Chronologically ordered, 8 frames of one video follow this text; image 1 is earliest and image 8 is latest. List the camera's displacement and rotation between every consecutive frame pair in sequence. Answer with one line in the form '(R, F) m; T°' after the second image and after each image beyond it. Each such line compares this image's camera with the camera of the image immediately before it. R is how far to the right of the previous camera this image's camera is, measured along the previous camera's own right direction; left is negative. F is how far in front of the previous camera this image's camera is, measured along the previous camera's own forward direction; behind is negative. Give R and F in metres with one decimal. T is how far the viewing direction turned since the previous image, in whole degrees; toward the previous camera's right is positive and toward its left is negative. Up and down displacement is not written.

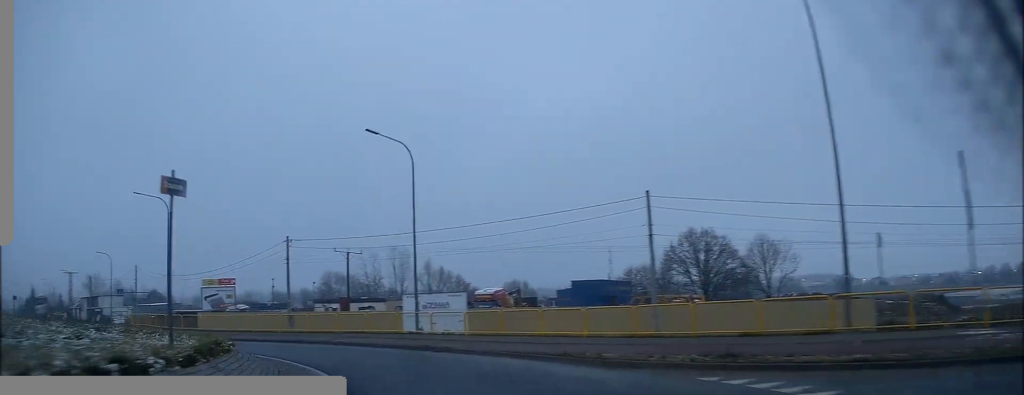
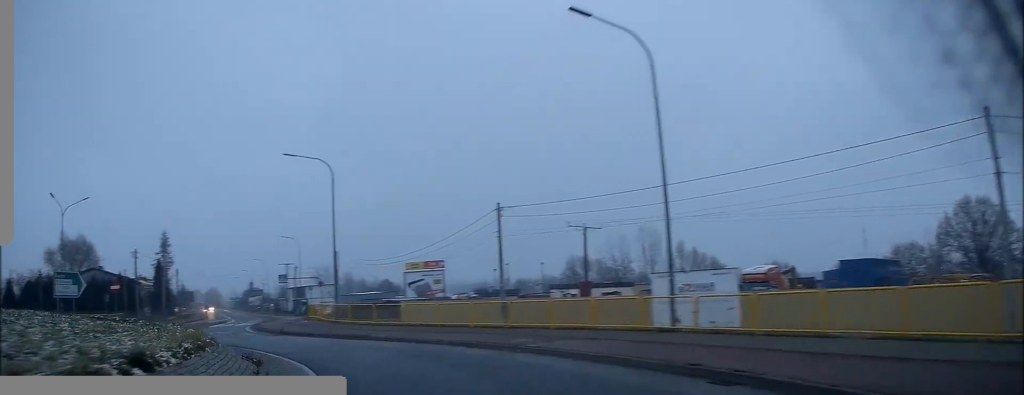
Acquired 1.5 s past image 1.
(-2.0, +11.8) m; -24°
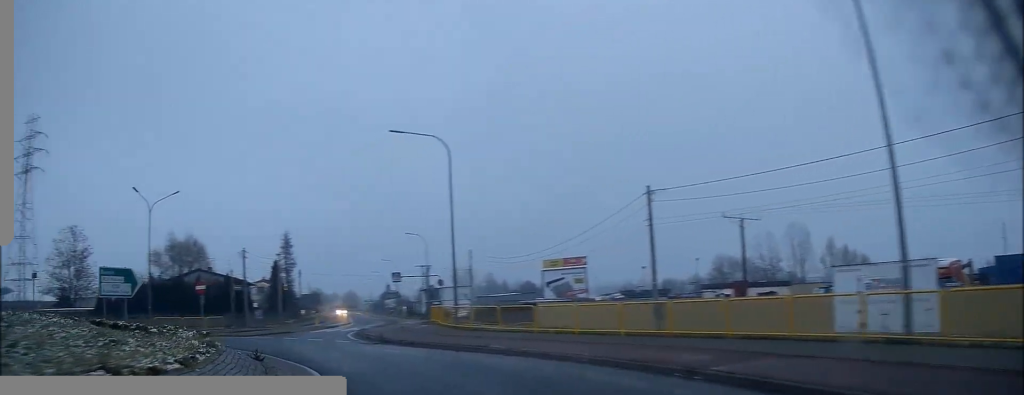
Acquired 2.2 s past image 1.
(-0.9, +5.9) m; -14°
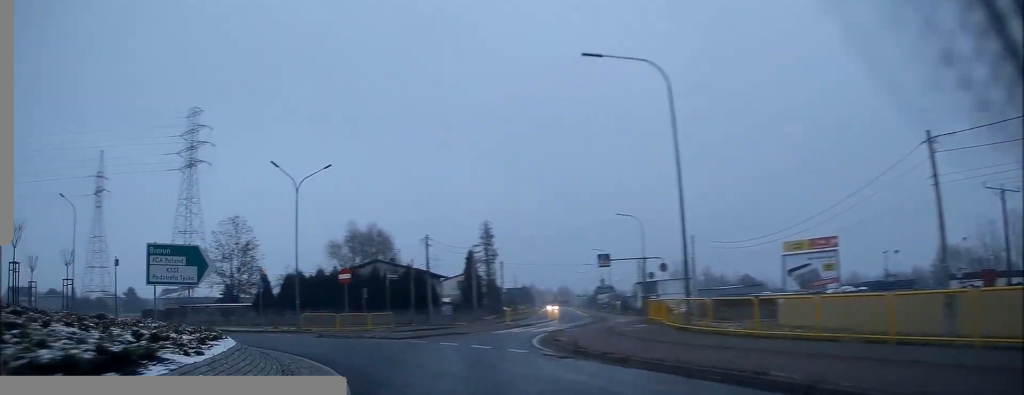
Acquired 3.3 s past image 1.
(-1.5, +9.0) m; -20°
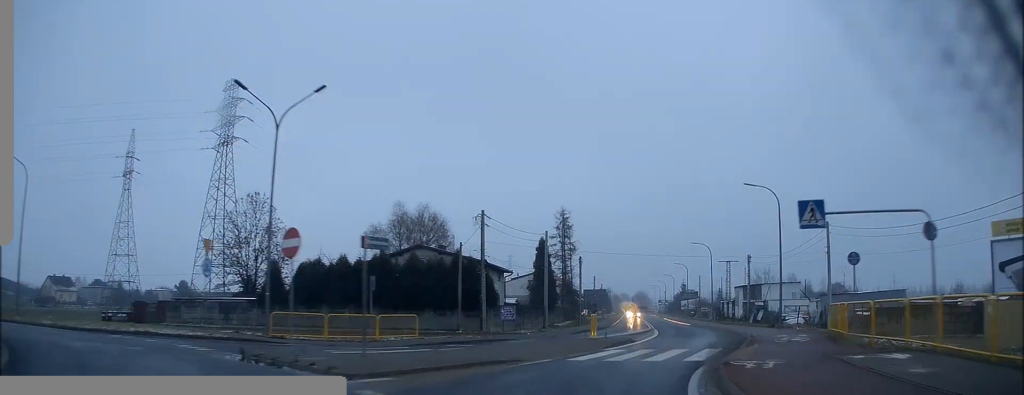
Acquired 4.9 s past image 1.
(-2.1, +14.4) m; -6°
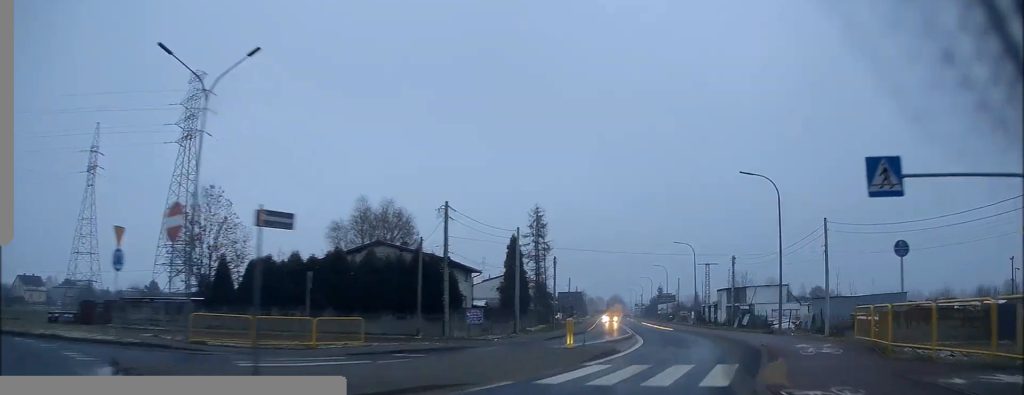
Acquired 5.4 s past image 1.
(-0.1, +4.1) m; +3°
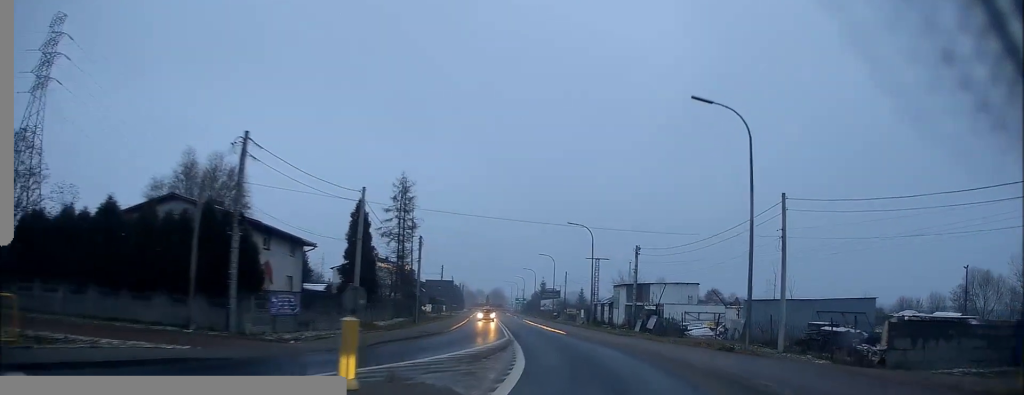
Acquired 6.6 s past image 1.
(+1.0, +12.6) m; +6°
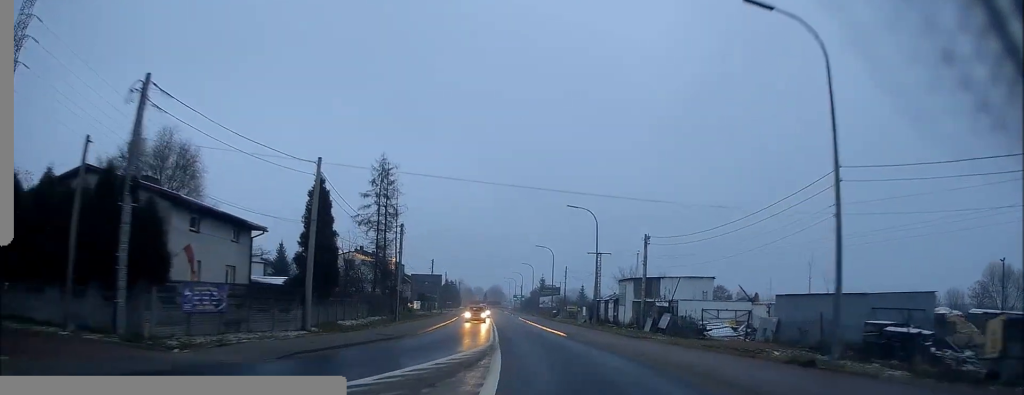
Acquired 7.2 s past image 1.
(0.0, +7.0) m; +1°
